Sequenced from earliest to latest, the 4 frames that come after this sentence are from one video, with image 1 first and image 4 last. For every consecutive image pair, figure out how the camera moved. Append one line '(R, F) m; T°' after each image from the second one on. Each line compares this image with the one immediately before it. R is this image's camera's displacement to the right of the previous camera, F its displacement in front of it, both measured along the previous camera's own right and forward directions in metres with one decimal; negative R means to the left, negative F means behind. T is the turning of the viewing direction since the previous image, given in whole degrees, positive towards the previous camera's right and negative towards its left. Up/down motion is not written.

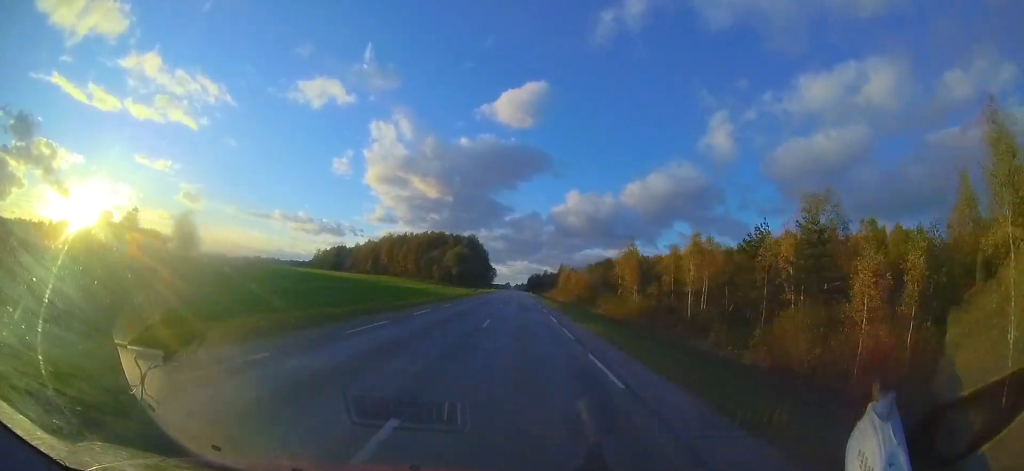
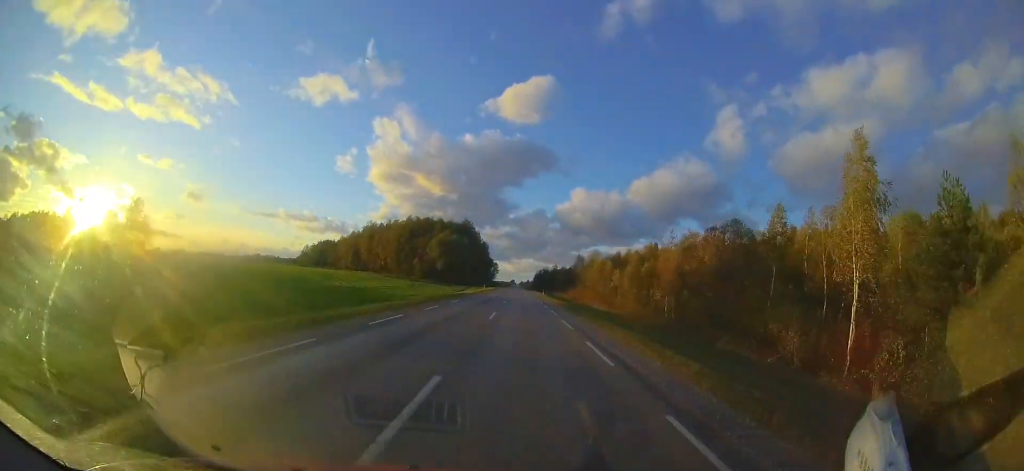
(-0.1, +35.0) m; 0°
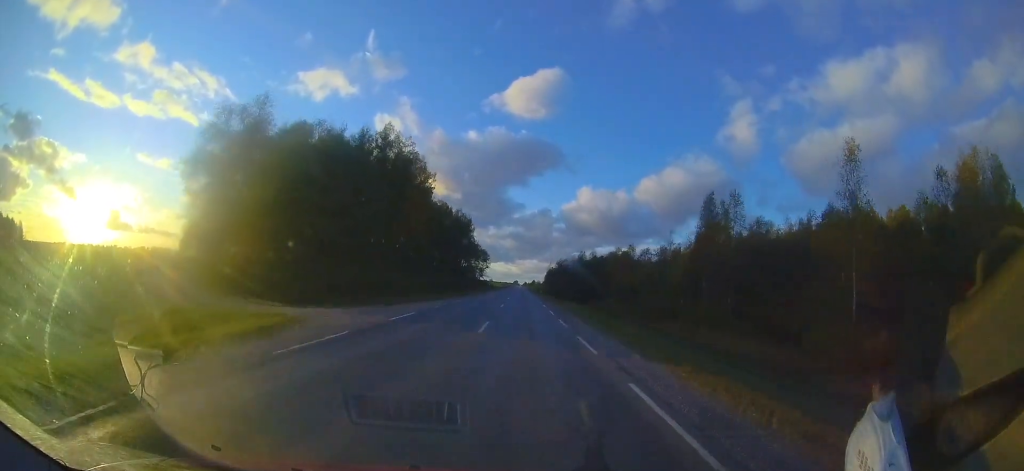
(-1.5, +88.0) m; -2°
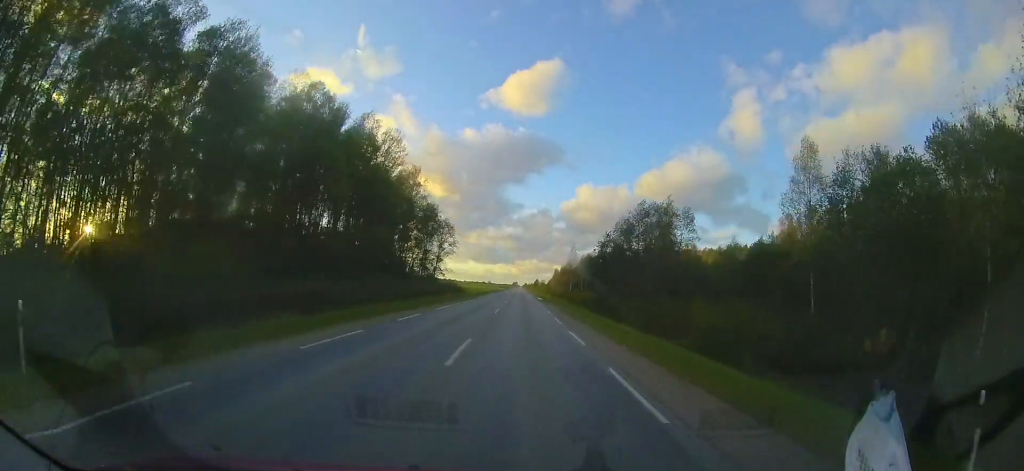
(-0.9, +77.0) m; 0°
